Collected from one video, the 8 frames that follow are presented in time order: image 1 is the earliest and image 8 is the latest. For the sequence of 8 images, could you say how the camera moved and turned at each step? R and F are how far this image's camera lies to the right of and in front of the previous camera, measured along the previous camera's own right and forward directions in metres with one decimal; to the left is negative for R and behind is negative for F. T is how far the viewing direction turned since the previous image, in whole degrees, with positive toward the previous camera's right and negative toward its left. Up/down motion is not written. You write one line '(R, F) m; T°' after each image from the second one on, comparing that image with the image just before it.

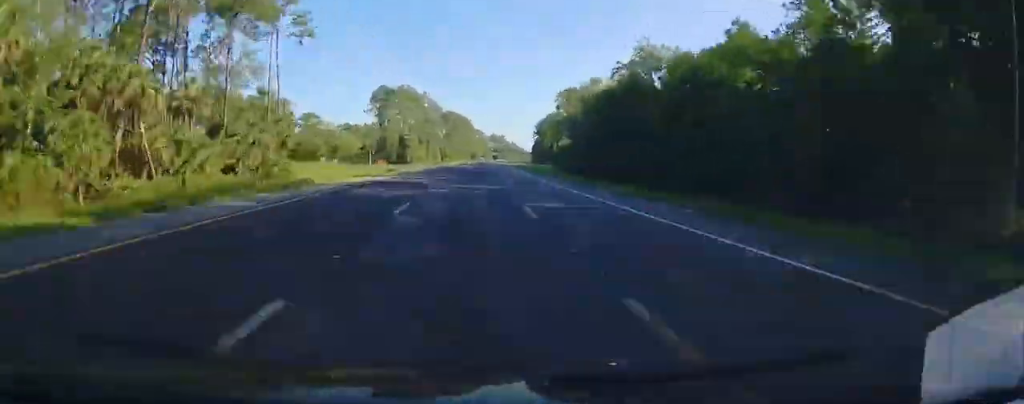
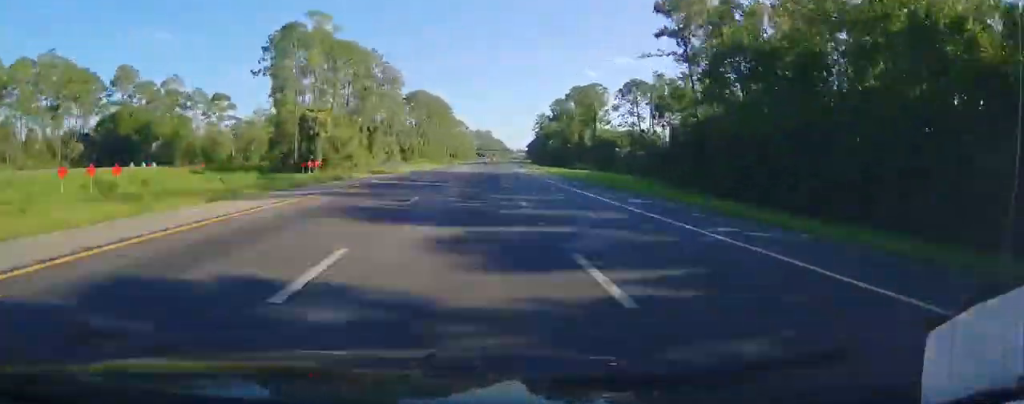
(+1.0, +83.0) m; +2°
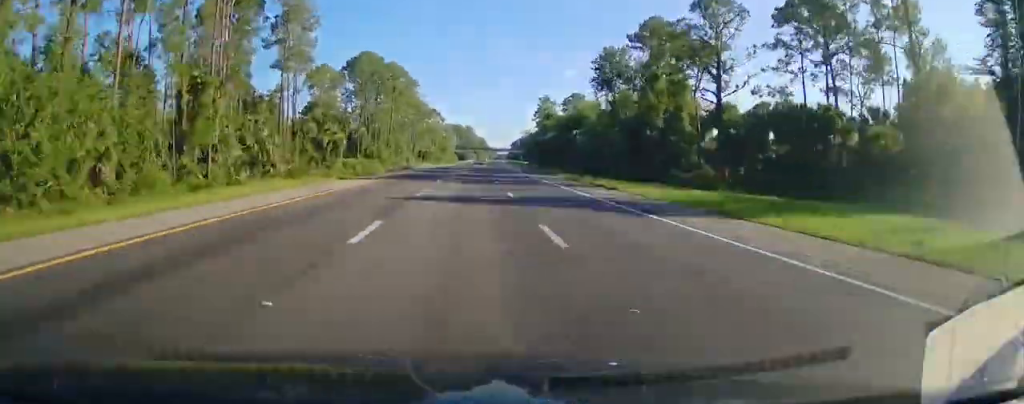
(-0.9, +69.2) m; +1°
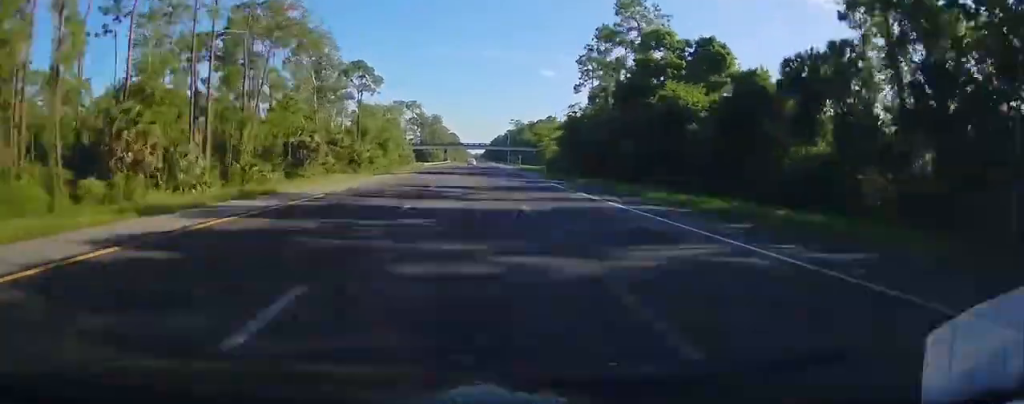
(+4.0, +115.9) m; +2°
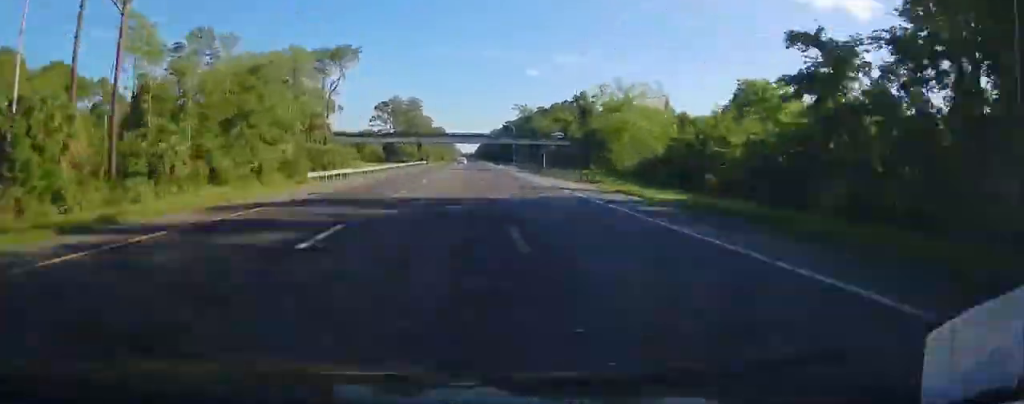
(+1.4, +79.0) m; +1°
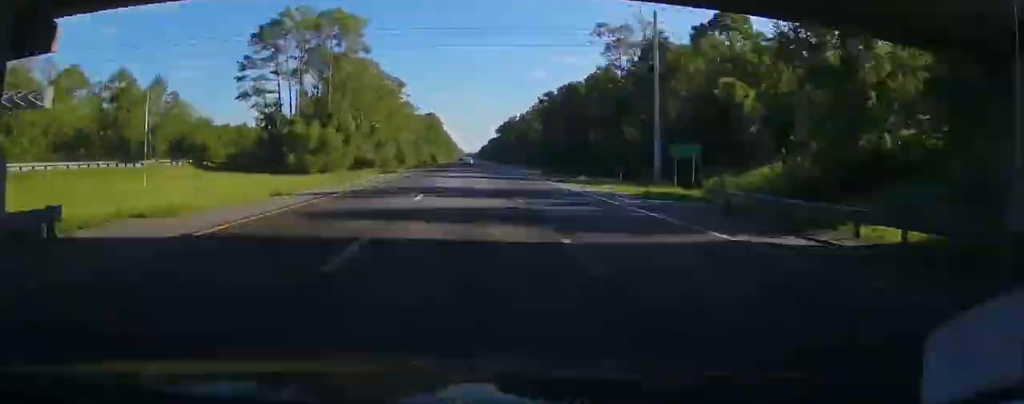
(-1.4, +134.8) m; 0°
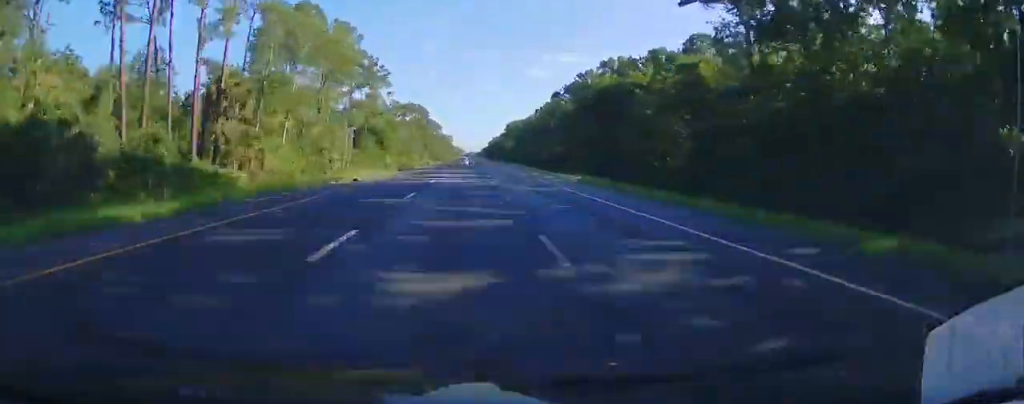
(+0.7, +254.6) m; 0°
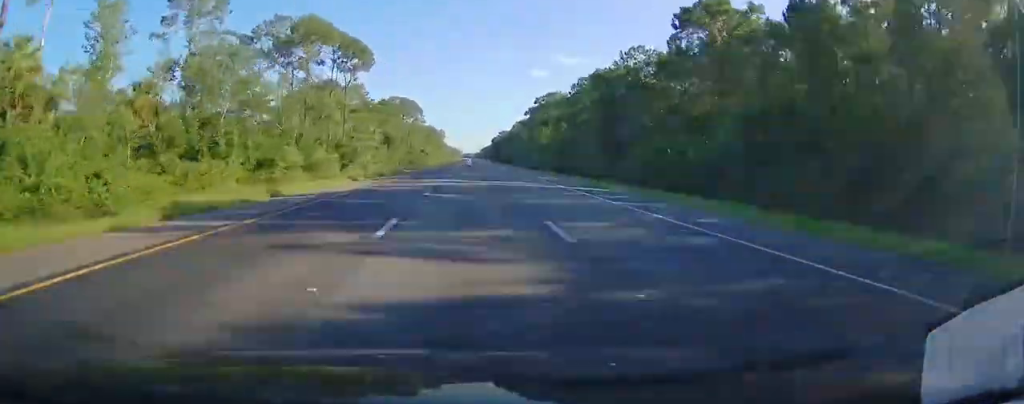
(+0.3, +119.1) m; 0°
